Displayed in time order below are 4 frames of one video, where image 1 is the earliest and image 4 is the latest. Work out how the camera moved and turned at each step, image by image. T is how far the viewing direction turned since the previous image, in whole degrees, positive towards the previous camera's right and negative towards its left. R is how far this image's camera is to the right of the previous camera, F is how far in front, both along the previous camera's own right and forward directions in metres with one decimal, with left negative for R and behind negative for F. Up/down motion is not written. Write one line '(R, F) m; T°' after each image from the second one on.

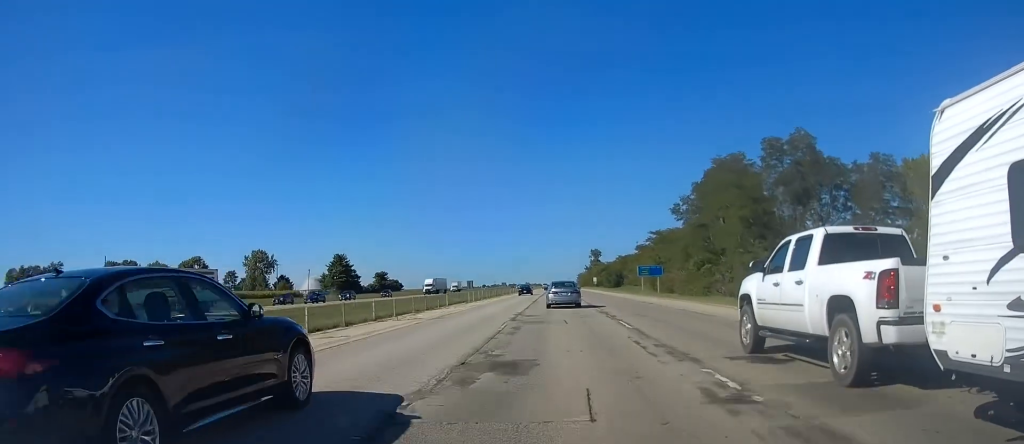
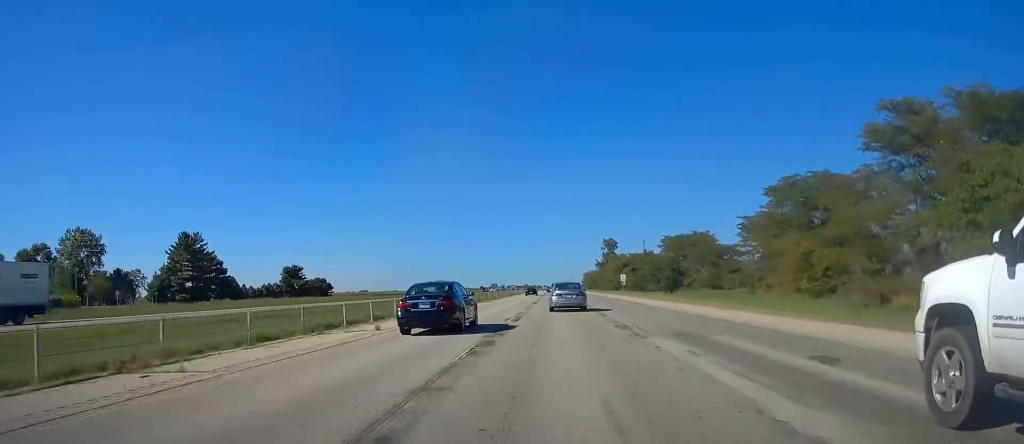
(-1.4, +105.6) m; -1°
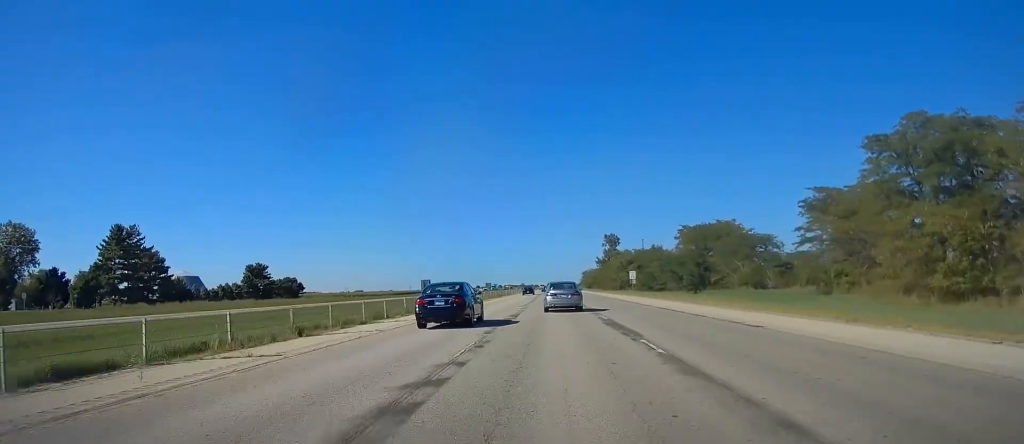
(+0.3, +23.6) m; +1°
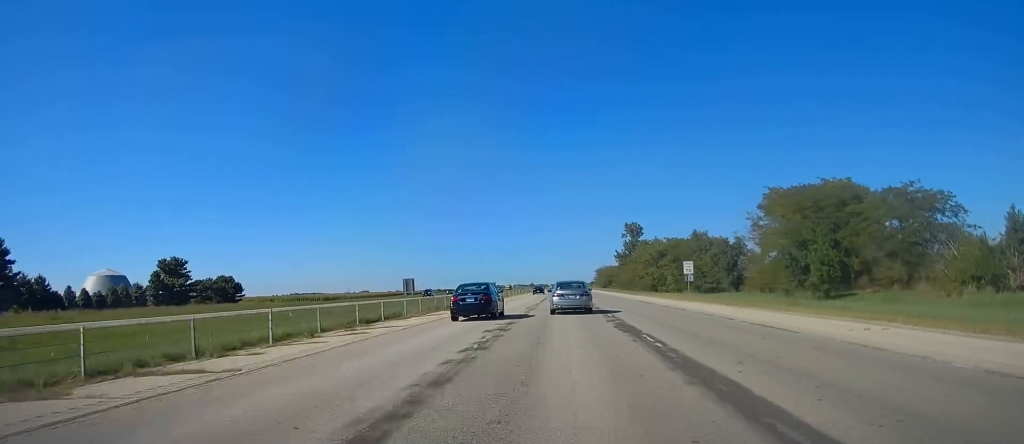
(-0.4, +46.9) m; -1°
